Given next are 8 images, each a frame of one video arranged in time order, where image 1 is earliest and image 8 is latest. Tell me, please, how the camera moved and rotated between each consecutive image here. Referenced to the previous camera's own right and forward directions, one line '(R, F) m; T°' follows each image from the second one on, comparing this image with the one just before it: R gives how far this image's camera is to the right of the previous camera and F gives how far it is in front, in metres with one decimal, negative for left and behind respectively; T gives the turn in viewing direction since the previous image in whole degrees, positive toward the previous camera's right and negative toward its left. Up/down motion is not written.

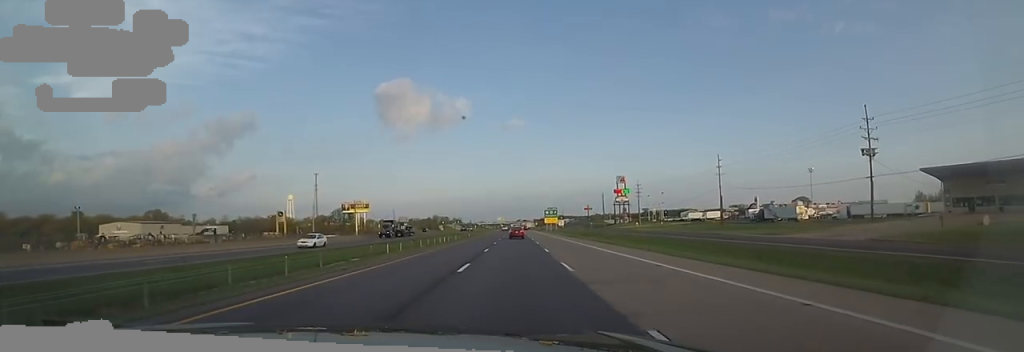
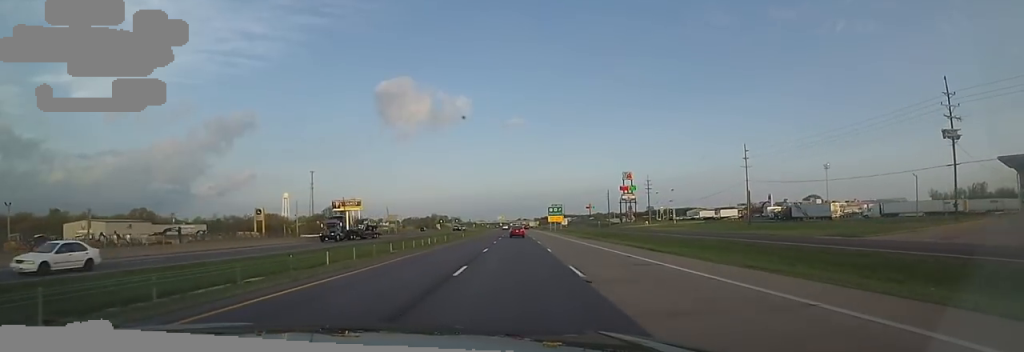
(+0.2, +14.1) m; 0°
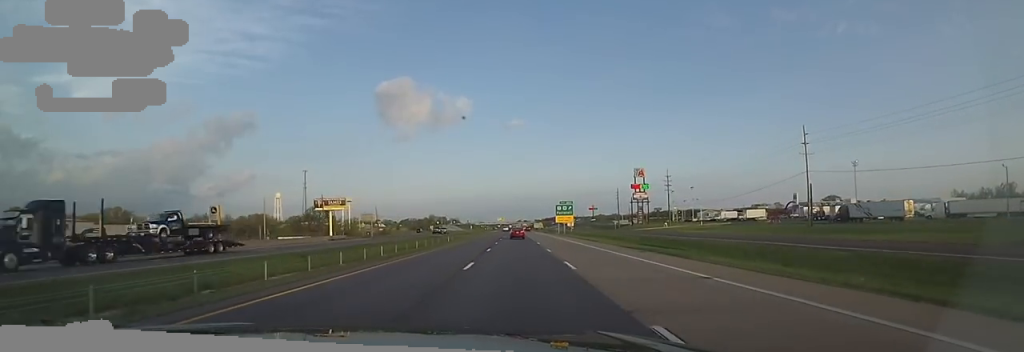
(-1.2, +22.9) m; 0°
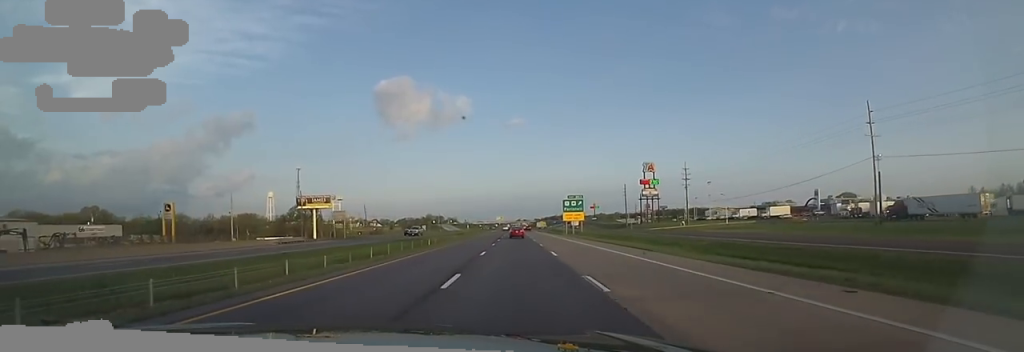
(+0.2, +17.3) m; 0°
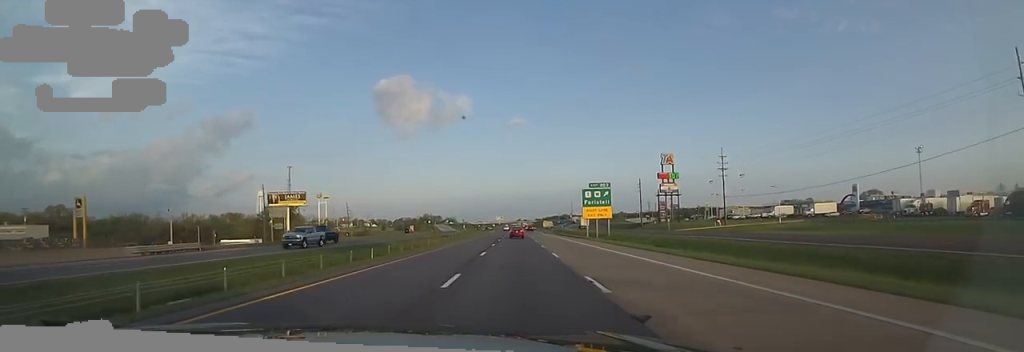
(+0.6, +24.8) m; +1°
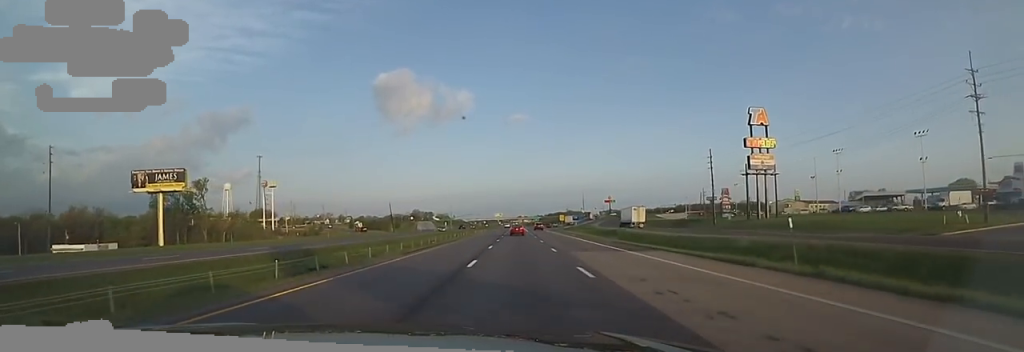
(-0.4, +68.8) m; 0°
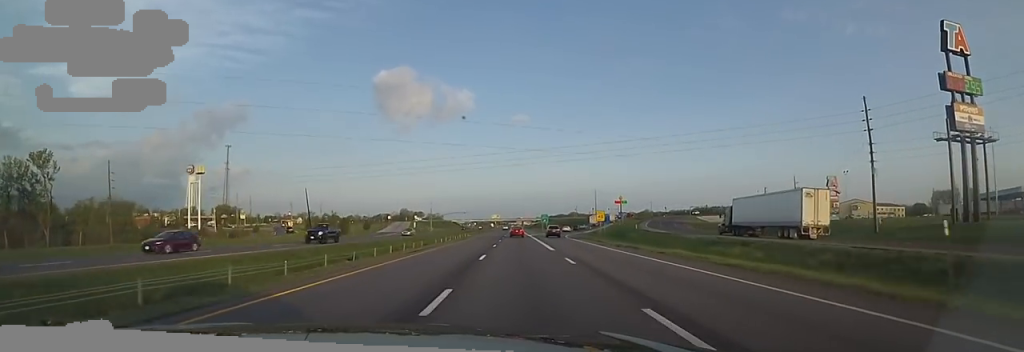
(0.0, +58.4) m; +1°
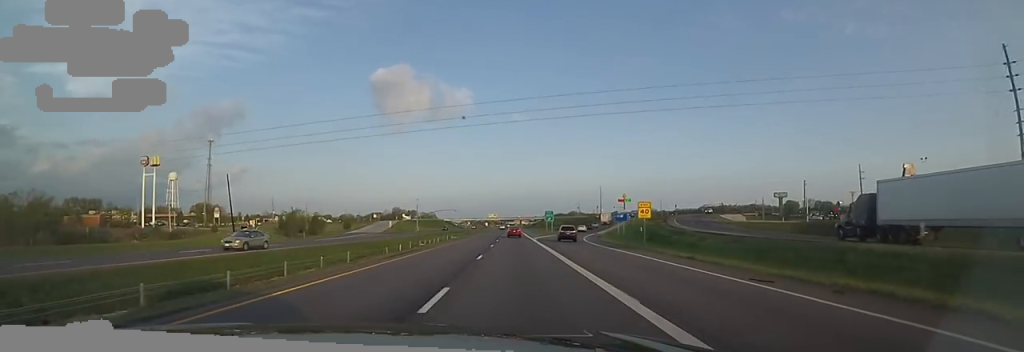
(+0.6, +24.9) m; 0°
